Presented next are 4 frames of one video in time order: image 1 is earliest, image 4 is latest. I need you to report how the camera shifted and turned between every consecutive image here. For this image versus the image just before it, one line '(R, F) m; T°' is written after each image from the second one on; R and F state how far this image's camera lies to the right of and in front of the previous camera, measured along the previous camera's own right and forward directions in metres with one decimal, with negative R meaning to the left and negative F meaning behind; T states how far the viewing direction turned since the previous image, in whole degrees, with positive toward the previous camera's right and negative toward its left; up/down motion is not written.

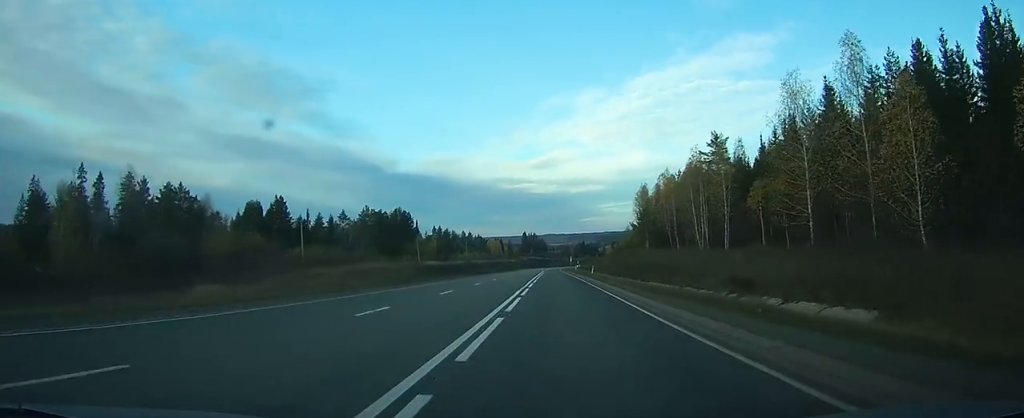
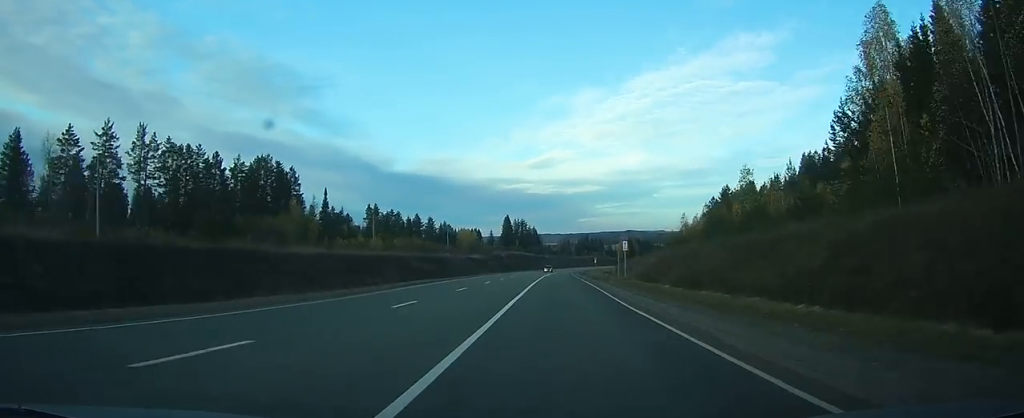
(-0.1, +133.2) m; 0°
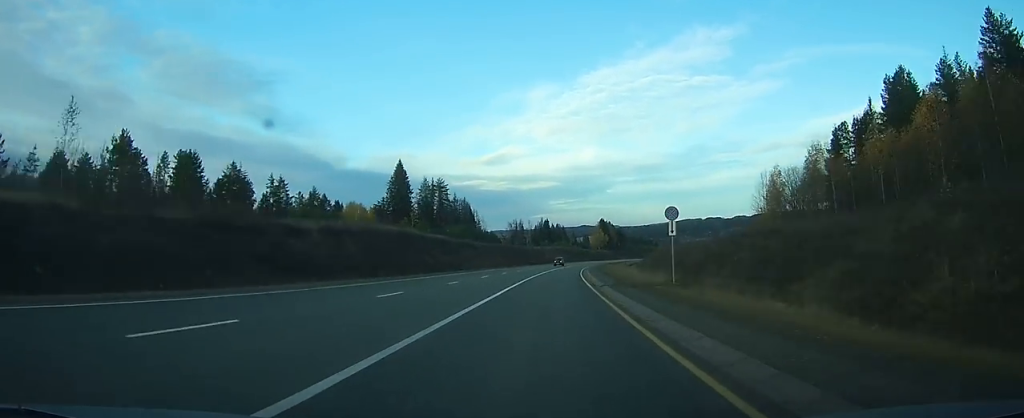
(+2.9, +123.9) m; +4°
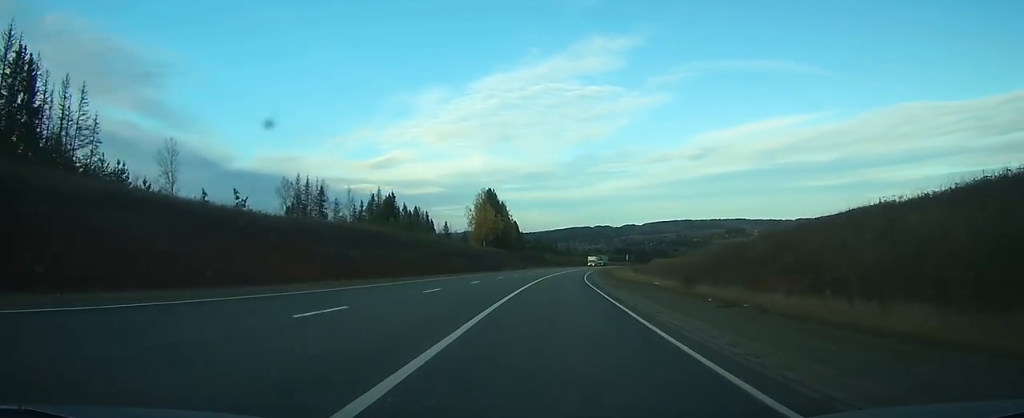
(+11.5, +160.7) m; +9°
